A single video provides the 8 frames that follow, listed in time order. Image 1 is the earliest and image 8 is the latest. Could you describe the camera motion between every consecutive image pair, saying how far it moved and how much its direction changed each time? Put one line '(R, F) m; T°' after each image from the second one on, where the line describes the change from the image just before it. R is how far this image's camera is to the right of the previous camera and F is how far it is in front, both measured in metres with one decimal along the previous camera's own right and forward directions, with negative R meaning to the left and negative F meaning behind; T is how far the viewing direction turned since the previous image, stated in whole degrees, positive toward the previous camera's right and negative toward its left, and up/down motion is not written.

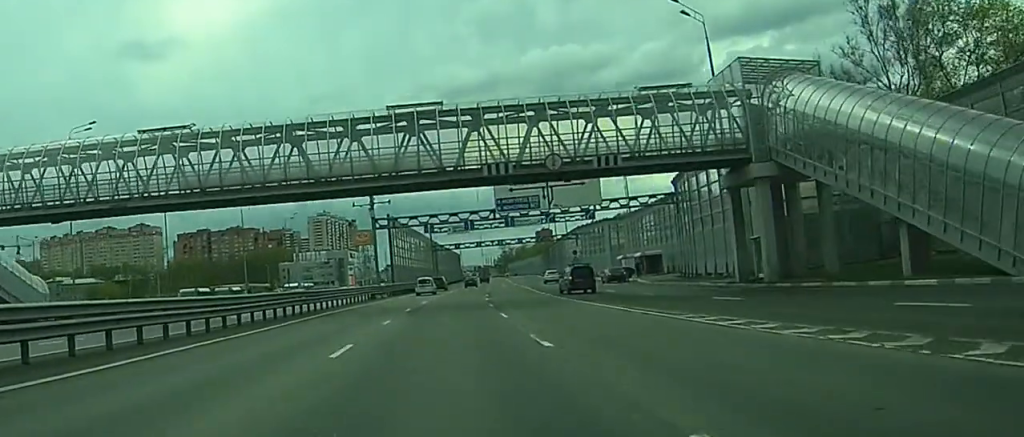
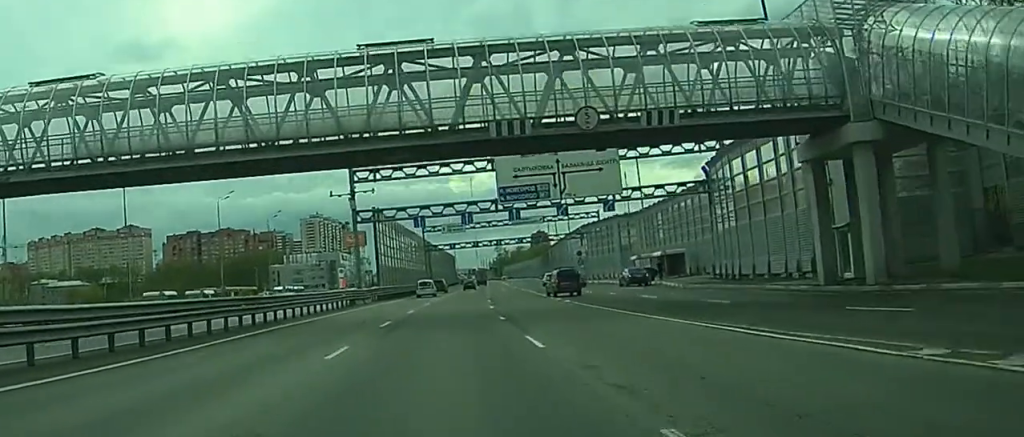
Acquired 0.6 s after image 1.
(0.0, +11.9) m; 0°
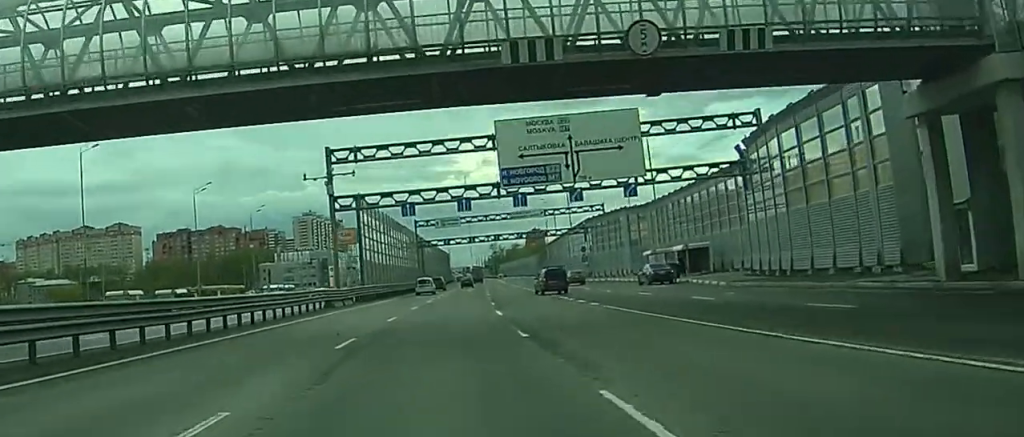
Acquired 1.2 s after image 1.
(0.0, +10.1) m; 0°
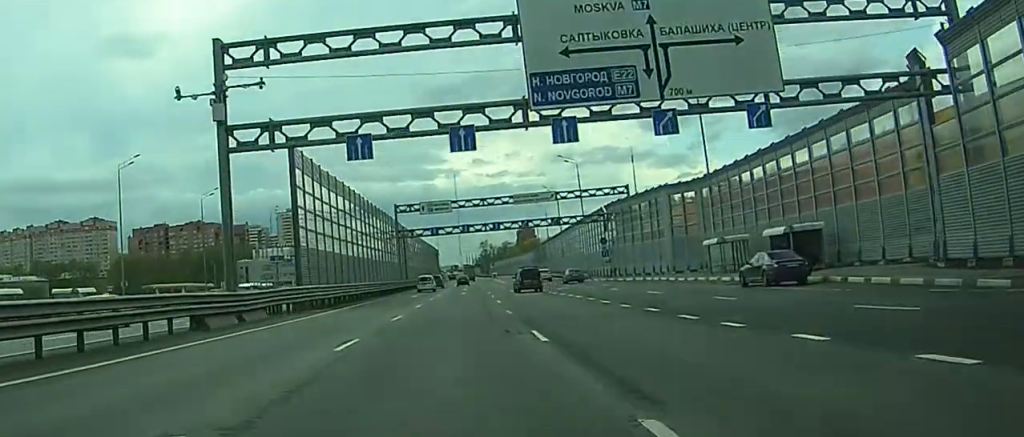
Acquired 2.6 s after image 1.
(0.0, +26.8) m; 0°
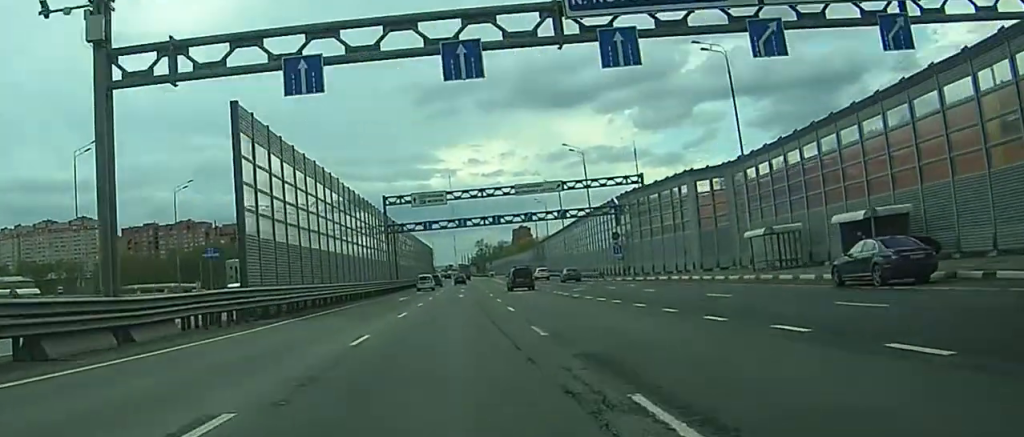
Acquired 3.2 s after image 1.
(0.0, +11.5) m; 0°
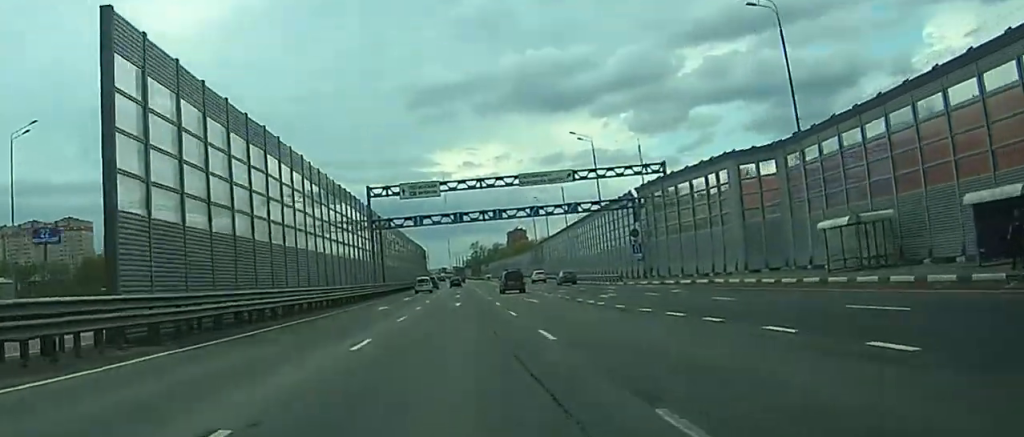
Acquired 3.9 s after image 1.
(0.0, +13.6) m; -1°
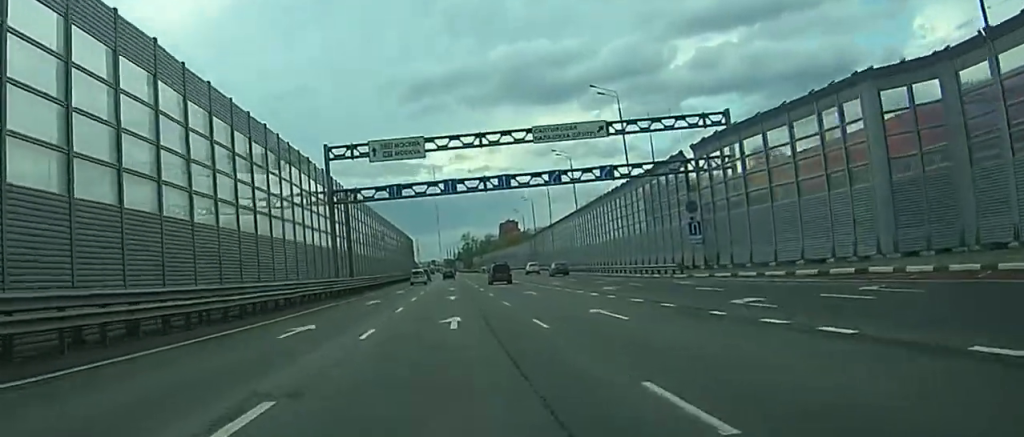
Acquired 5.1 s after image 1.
(-0.7, +25.6) m; -3°
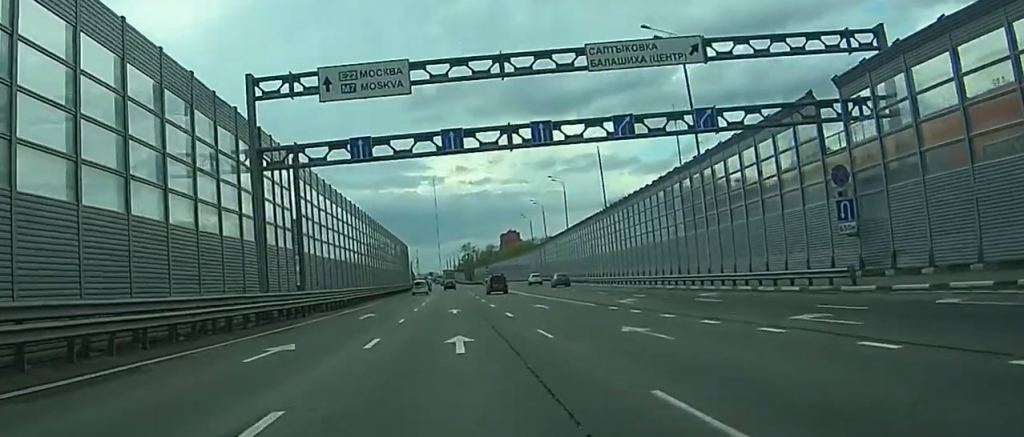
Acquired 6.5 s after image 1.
(-0.3, +28.8) m; -2°
